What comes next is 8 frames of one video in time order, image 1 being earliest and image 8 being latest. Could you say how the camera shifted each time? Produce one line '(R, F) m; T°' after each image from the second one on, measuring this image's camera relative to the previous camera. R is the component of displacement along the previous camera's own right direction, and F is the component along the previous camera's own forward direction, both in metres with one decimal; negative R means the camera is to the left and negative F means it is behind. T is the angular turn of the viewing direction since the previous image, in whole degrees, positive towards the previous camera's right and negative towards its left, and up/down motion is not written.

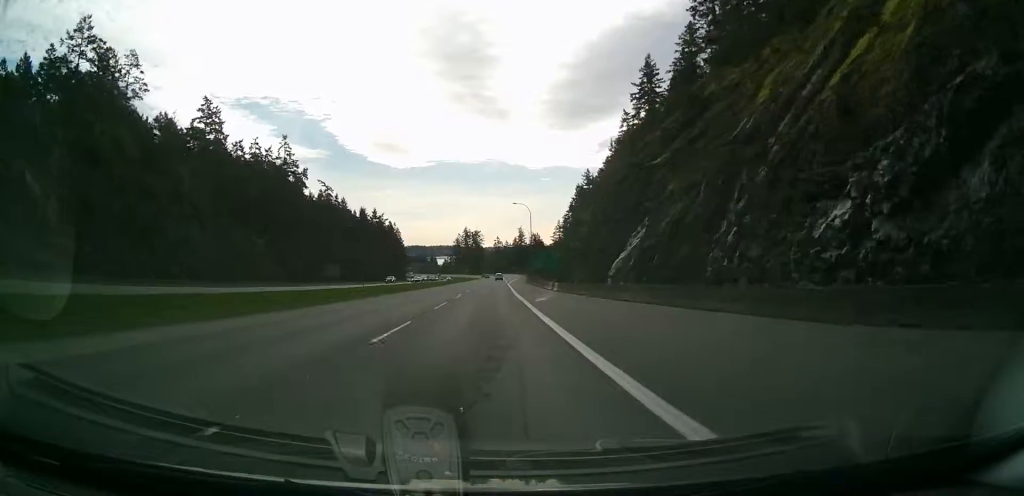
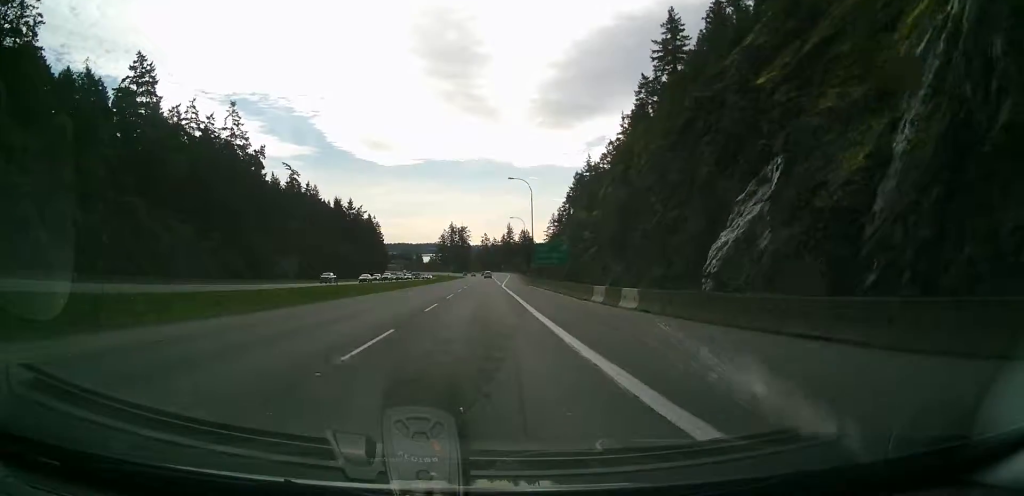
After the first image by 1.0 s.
(+0.7, +27.5) m; +3°
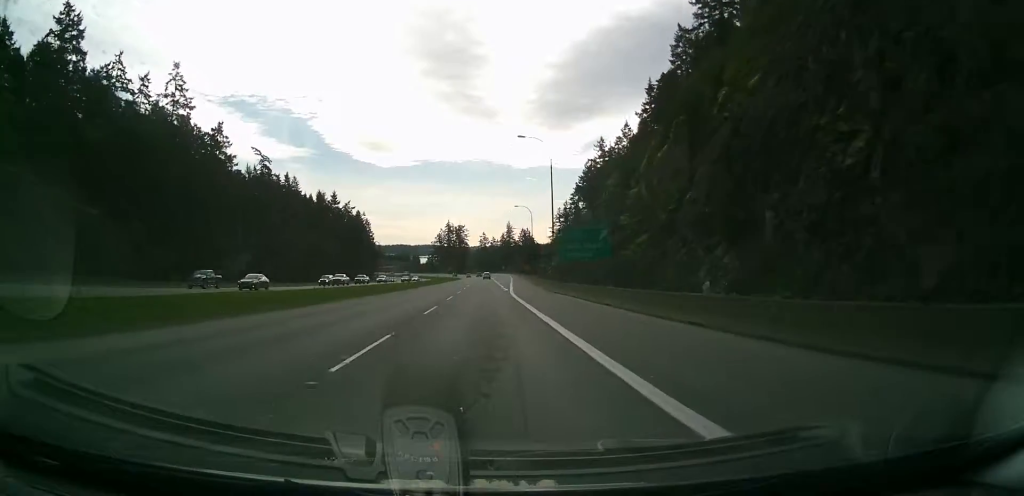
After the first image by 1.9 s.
(+0.5, +25.7) m; +2°
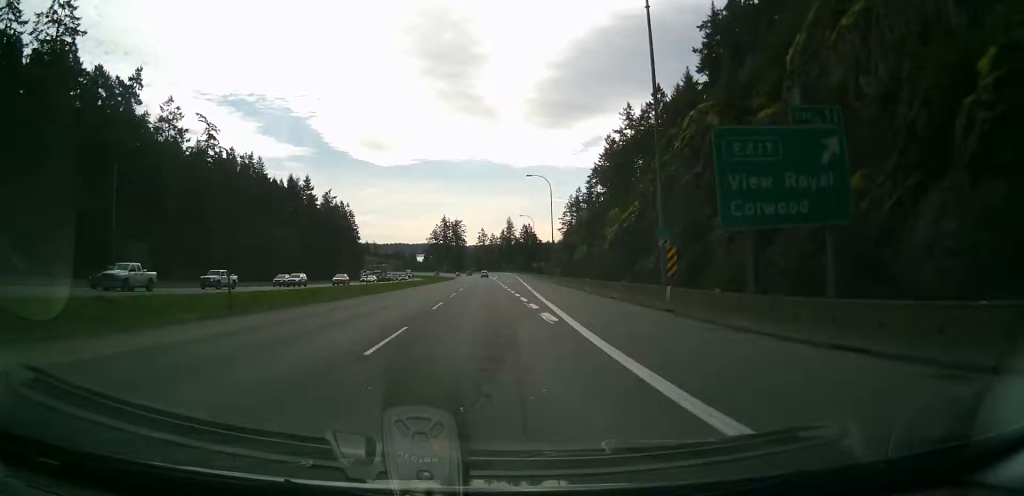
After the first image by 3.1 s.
(+0.7, +34.6) m; +1°
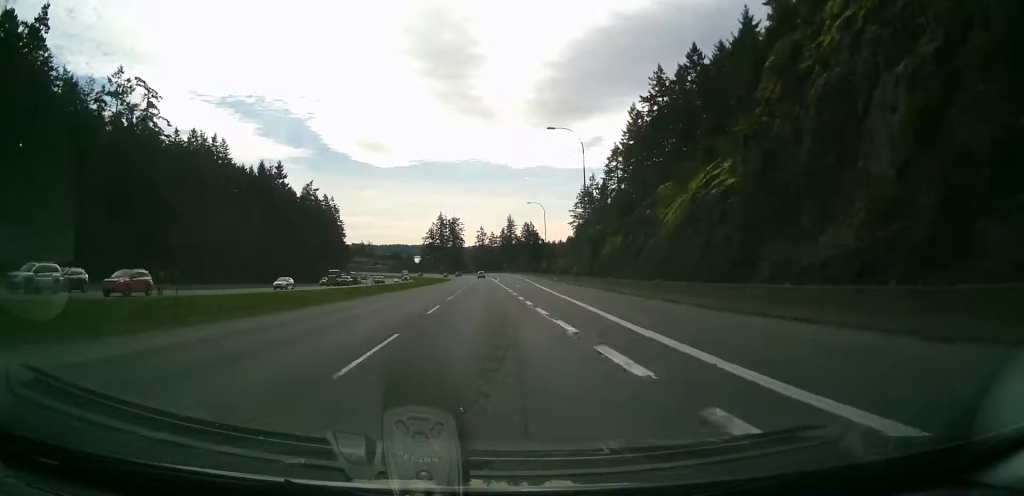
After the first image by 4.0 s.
(0.0, +27.3) m; 0°
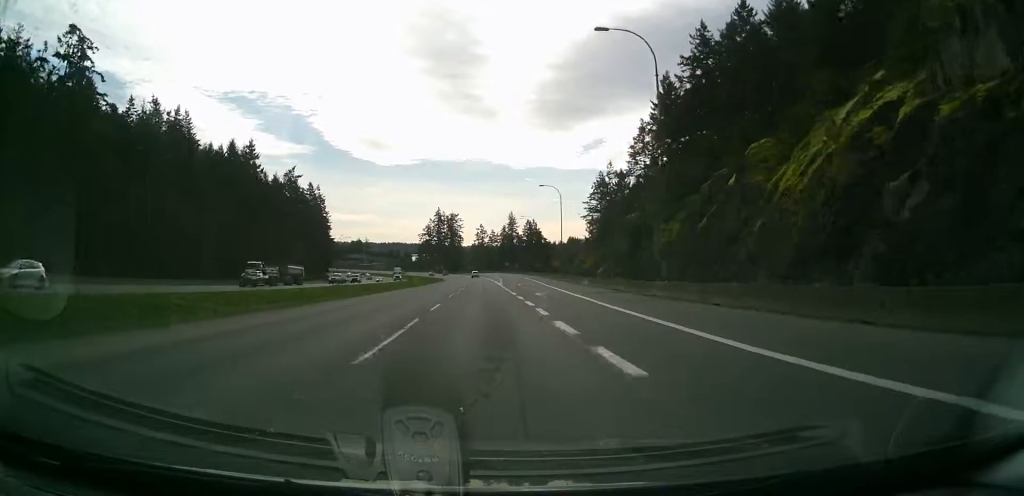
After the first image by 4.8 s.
(0.0, +23.6) m; 0°
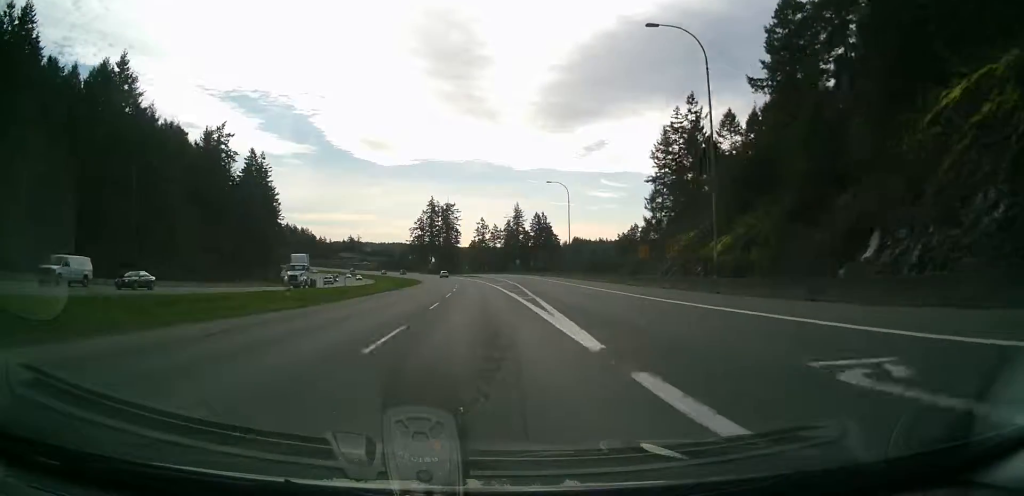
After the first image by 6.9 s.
(+0.7, +62.7) m; +1°
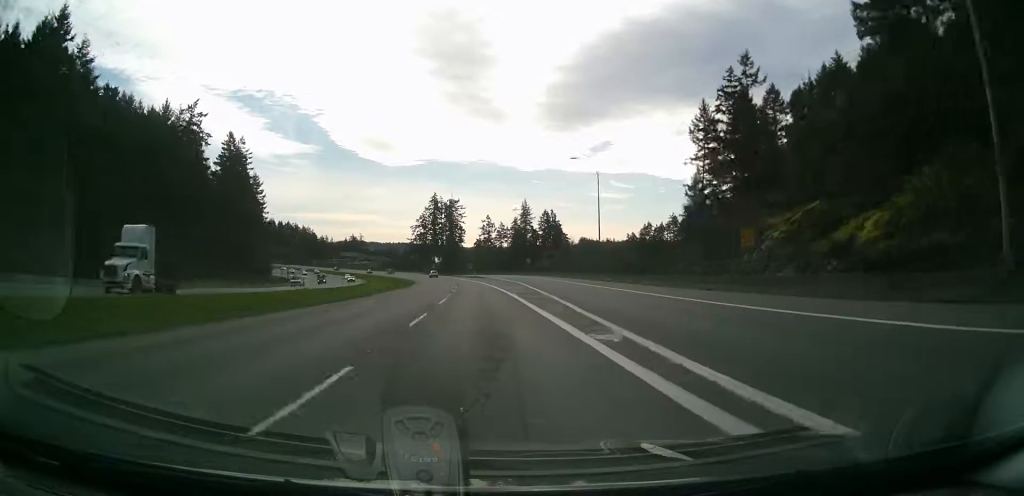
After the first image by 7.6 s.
(0.0, +19.8) m; 0°
